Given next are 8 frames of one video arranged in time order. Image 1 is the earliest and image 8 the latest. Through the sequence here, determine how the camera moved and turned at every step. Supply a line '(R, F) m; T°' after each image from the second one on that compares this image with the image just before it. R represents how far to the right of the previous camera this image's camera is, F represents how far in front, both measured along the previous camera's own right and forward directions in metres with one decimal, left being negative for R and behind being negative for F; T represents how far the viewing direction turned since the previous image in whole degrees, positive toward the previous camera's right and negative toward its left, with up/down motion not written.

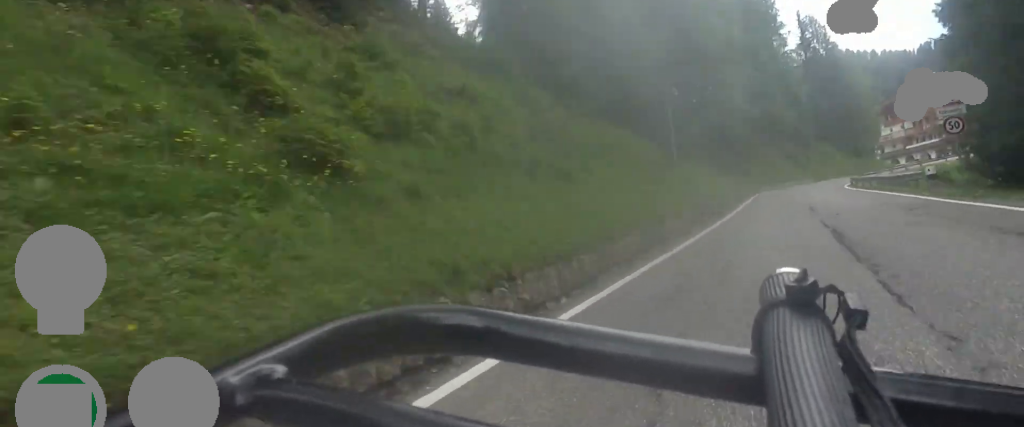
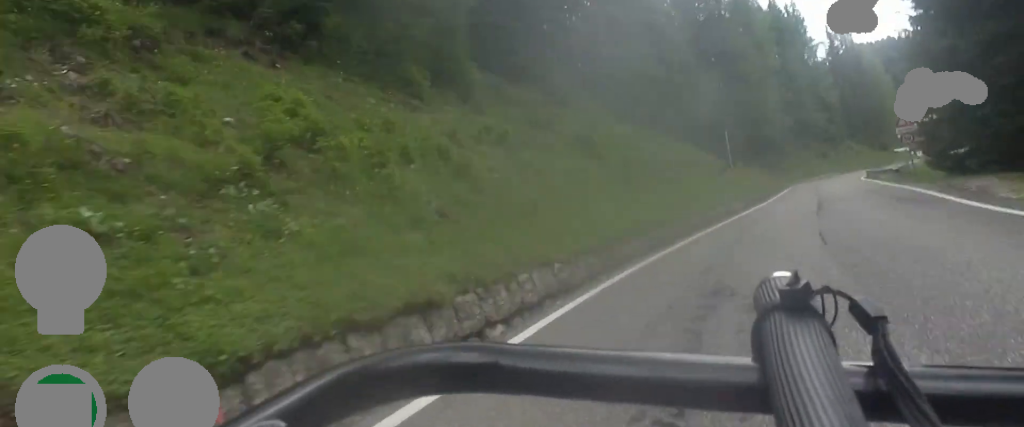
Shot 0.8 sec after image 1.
(-0.3, +12.7) m; -2°
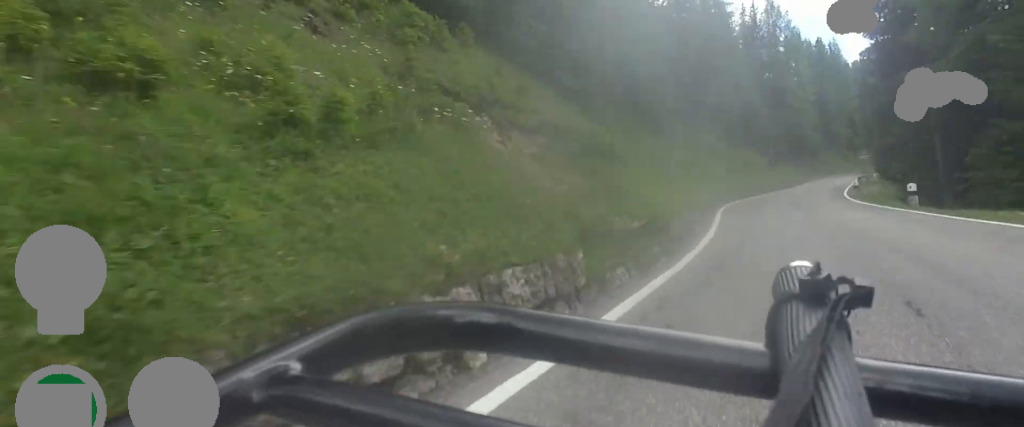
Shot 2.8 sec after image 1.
(-0.5, +31.9) m; -5°
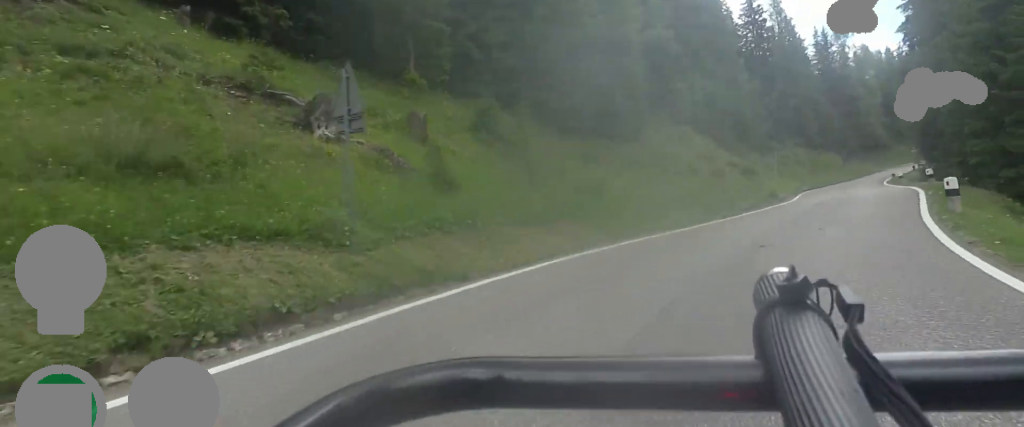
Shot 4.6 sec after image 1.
(-1.8, +26.5) m; -1°
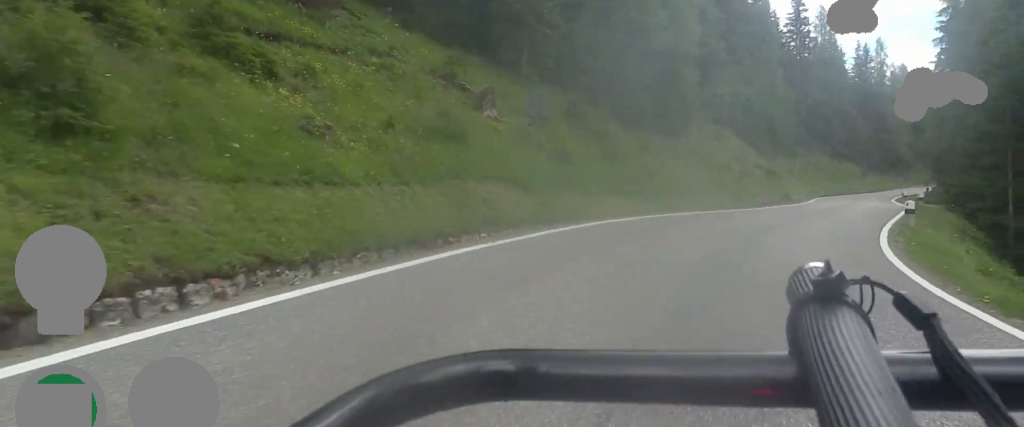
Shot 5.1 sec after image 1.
(+0.4, +7.2) m; -1°
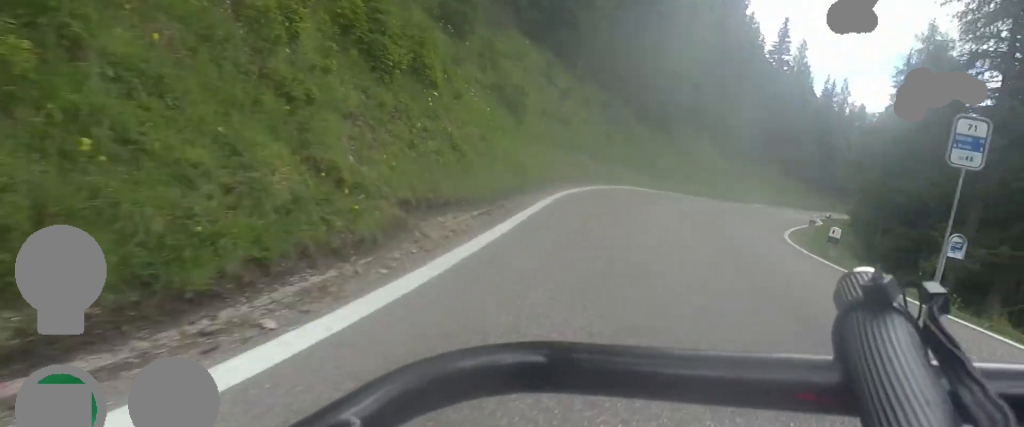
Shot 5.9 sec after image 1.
(0.0, +12.0) m; +1°
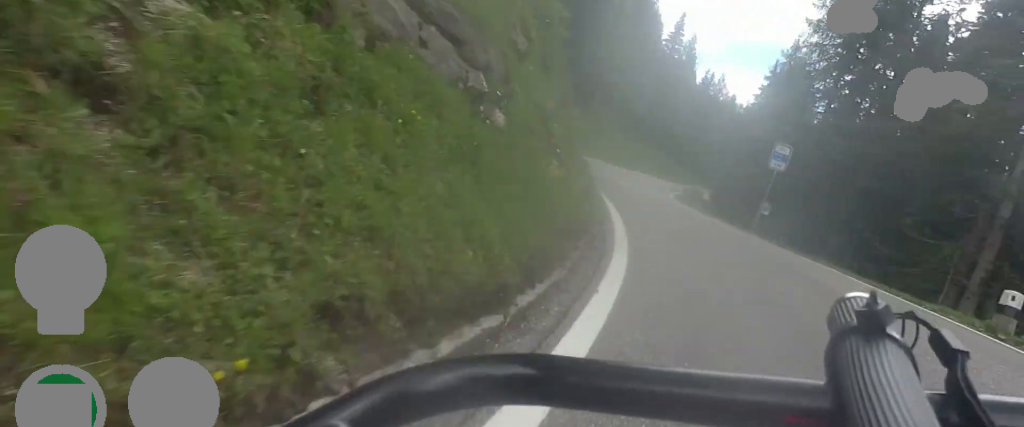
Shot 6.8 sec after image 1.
(-0.7, +10.7) m; +8°
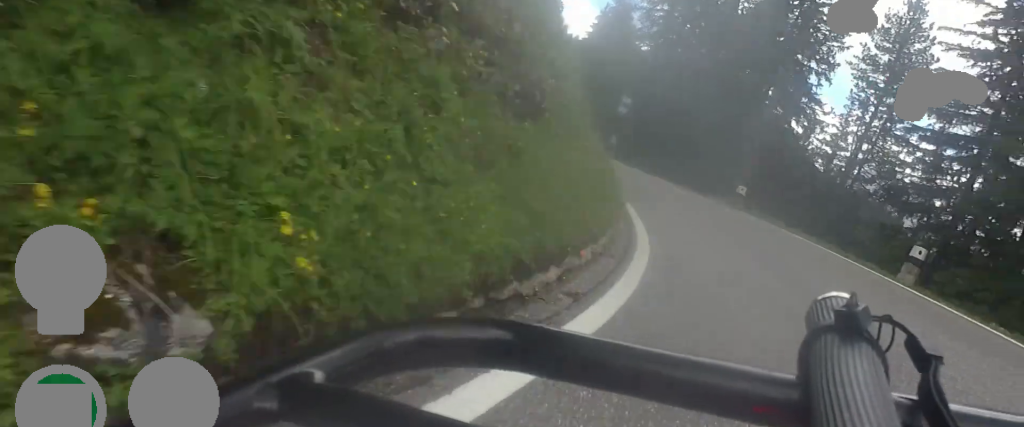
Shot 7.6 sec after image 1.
(+2.4, +10.4) m; +14°
